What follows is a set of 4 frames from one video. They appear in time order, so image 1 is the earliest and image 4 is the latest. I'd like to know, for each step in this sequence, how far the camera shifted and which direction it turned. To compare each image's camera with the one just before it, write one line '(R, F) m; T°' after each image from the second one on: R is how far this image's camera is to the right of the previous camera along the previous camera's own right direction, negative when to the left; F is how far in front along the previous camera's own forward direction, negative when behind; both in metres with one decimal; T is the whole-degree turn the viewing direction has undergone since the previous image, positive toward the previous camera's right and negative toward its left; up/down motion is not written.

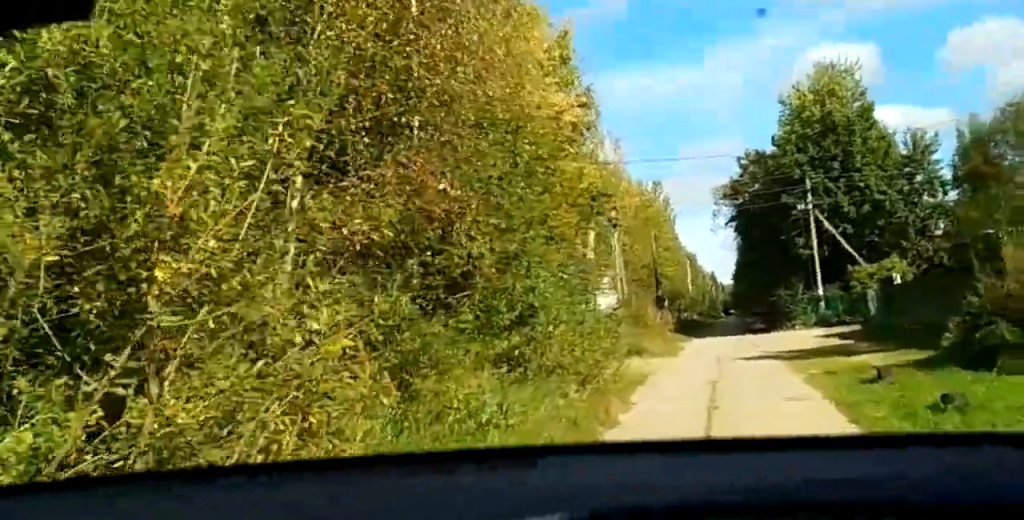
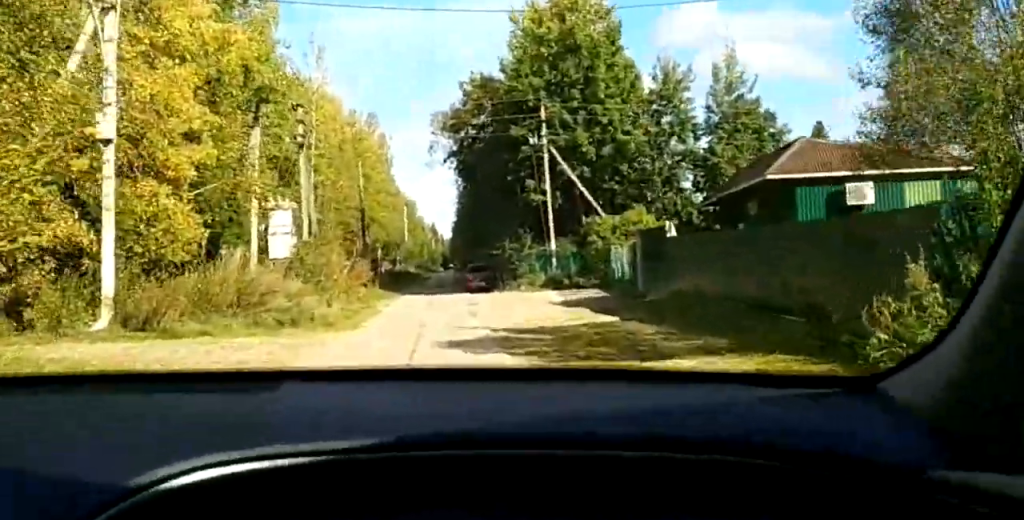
(+2.6, +9.4) m; +34°
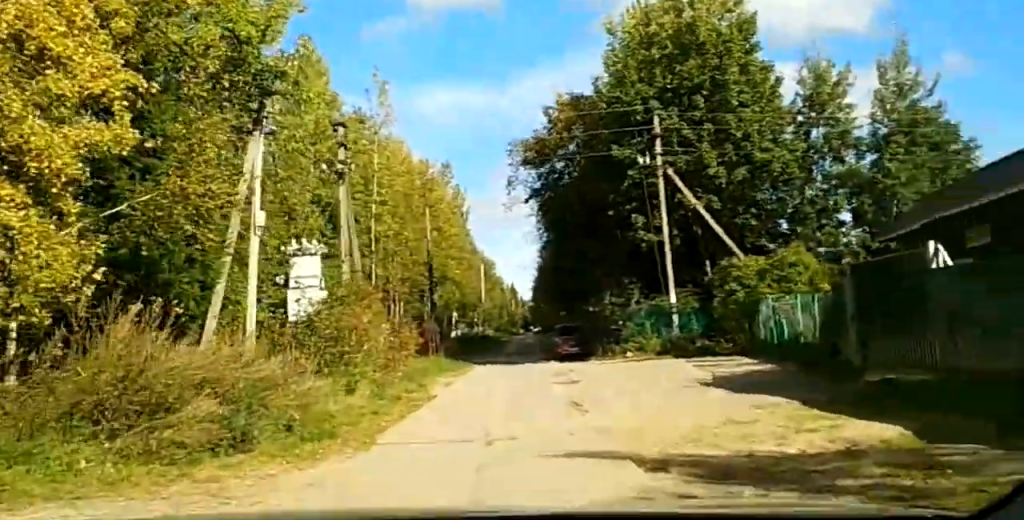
(-0.2, +11.1) m; +2°
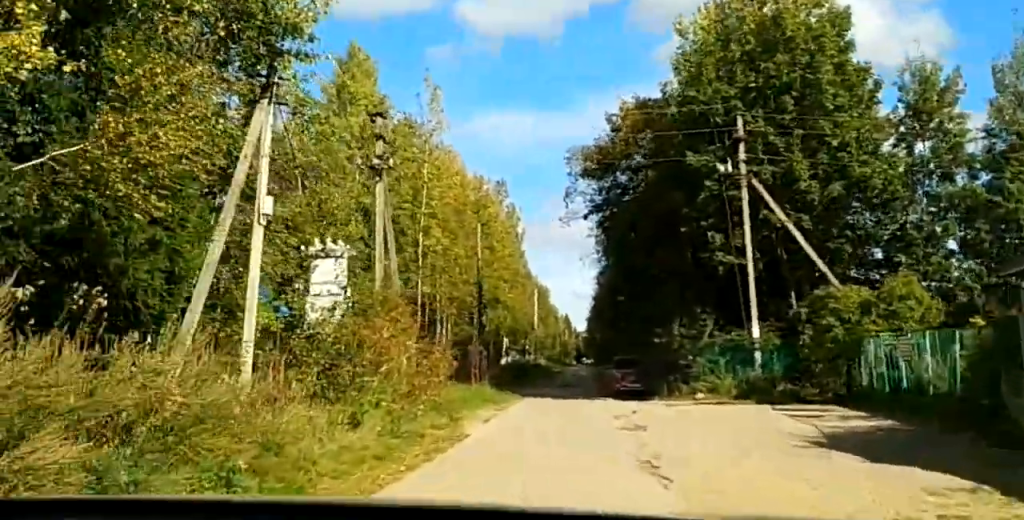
(+0.1, +4.5) m; +2°
